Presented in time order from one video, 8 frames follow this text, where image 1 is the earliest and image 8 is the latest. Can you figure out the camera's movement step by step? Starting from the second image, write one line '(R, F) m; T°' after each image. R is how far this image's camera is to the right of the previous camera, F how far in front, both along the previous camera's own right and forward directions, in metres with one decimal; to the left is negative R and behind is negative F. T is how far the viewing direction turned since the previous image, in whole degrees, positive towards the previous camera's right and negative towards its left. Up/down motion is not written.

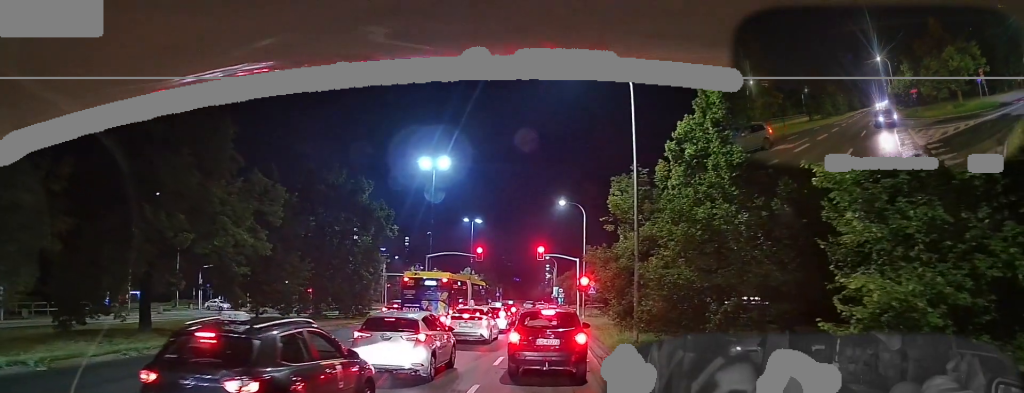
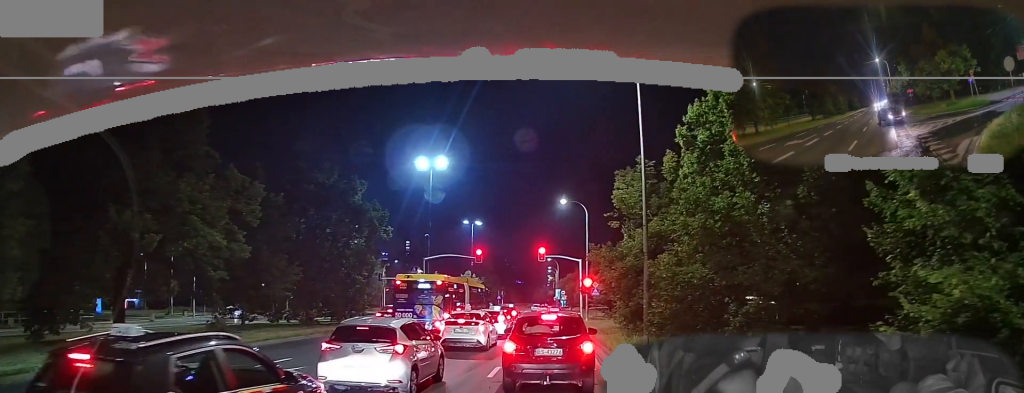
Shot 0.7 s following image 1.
(-0.2, +2.0) m; -5°
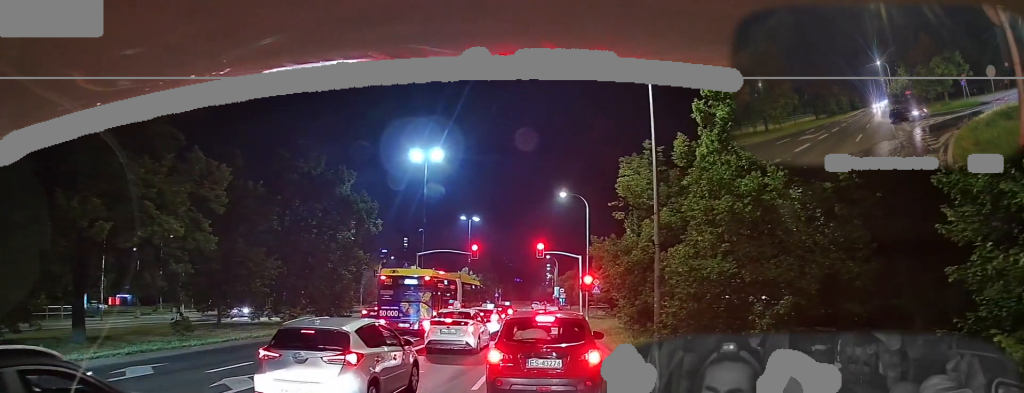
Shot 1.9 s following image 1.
(-0.1, +2.5) m; -2°
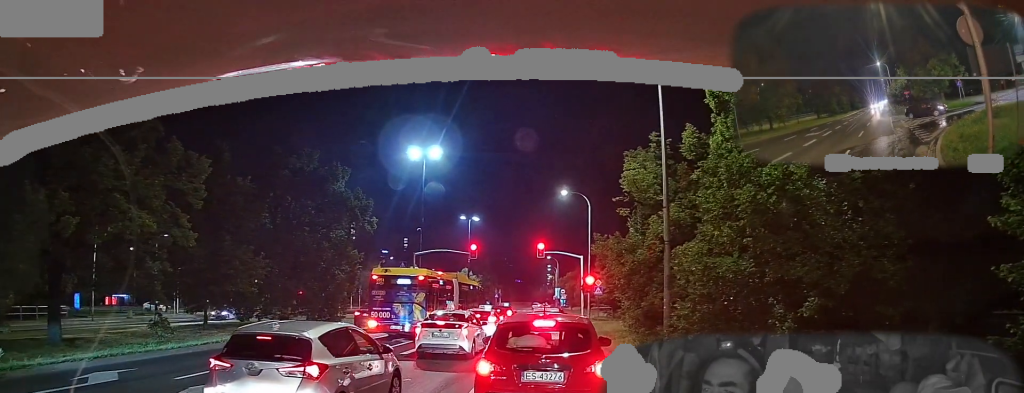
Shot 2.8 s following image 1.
(+0.1, +1.2) m; 0°
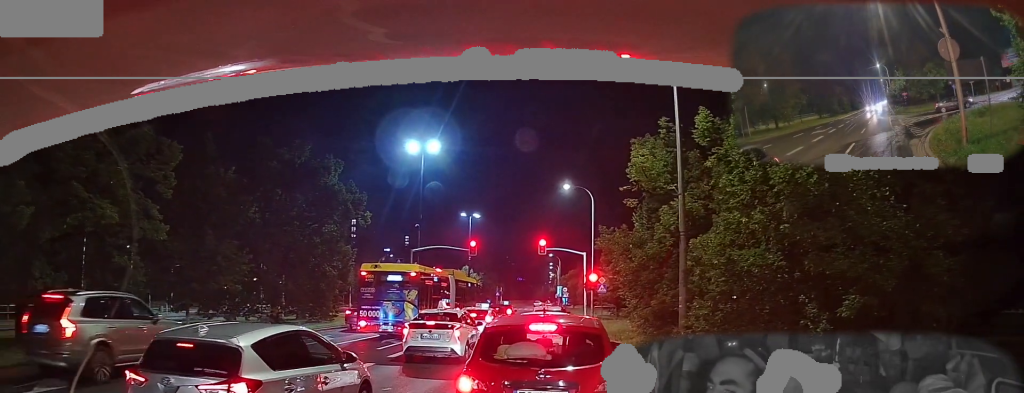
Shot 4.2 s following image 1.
(+0.2, +0.9) m; 0°
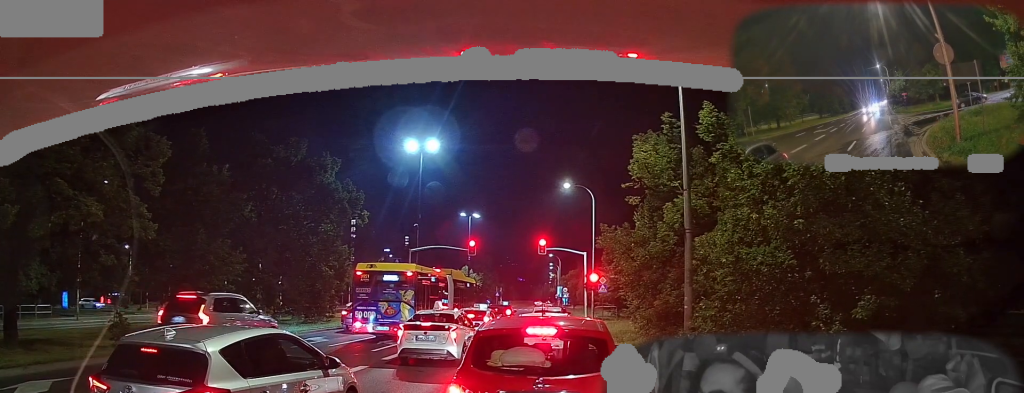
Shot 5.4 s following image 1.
(+0.1, 0.0) m; 0°
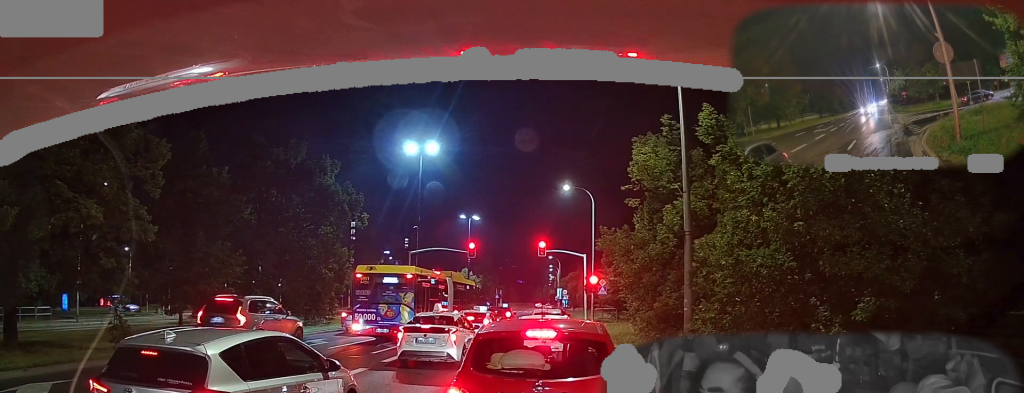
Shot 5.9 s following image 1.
(0.0, 0.0) m; 0°
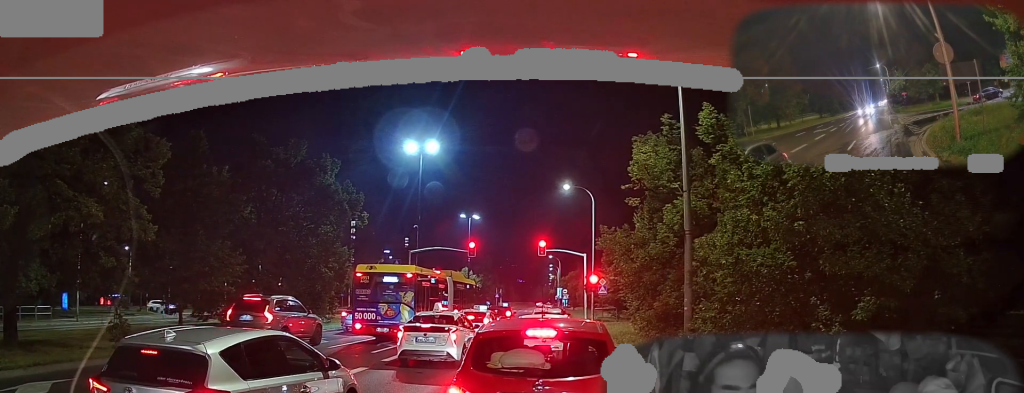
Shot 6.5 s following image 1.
(0.0, 0.0) m; 0°
